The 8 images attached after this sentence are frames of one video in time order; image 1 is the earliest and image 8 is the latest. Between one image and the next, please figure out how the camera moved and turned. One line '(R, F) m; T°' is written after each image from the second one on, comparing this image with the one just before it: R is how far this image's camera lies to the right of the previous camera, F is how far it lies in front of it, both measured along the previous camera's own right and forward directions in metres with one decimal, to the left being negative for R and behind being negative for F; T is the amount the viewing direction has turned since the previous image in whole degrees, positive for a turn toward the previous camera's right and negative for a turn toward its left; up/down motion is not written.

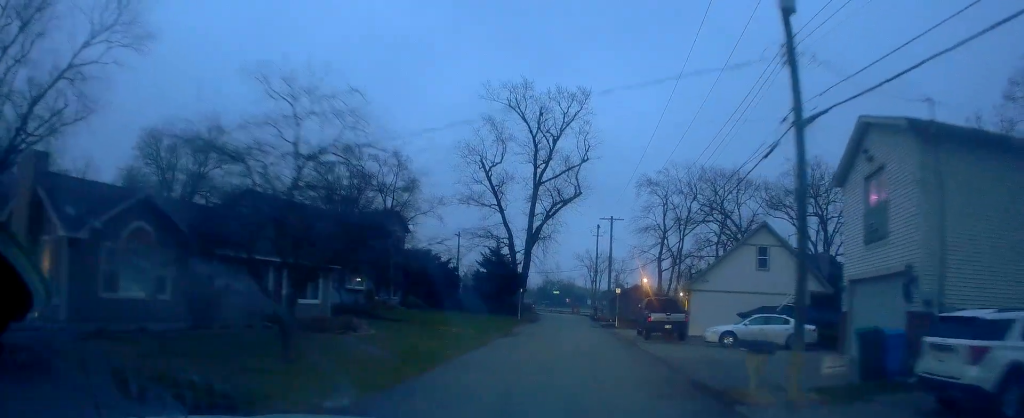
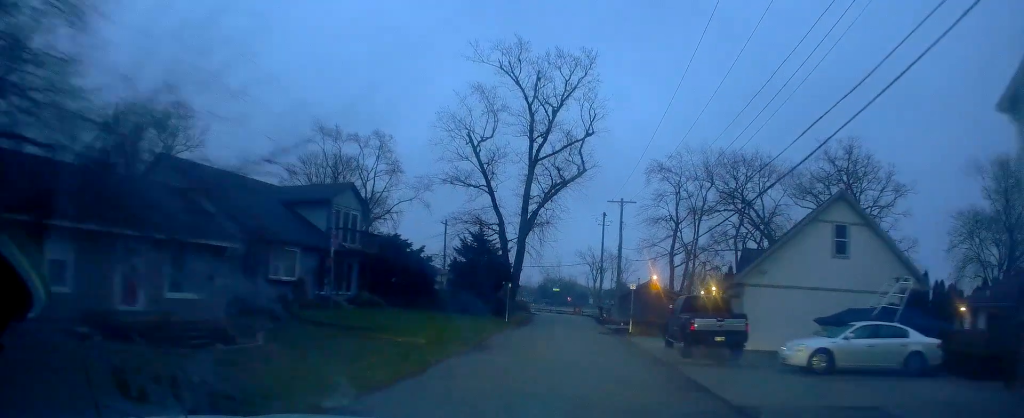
(+0.2, +9.5) m; 0°
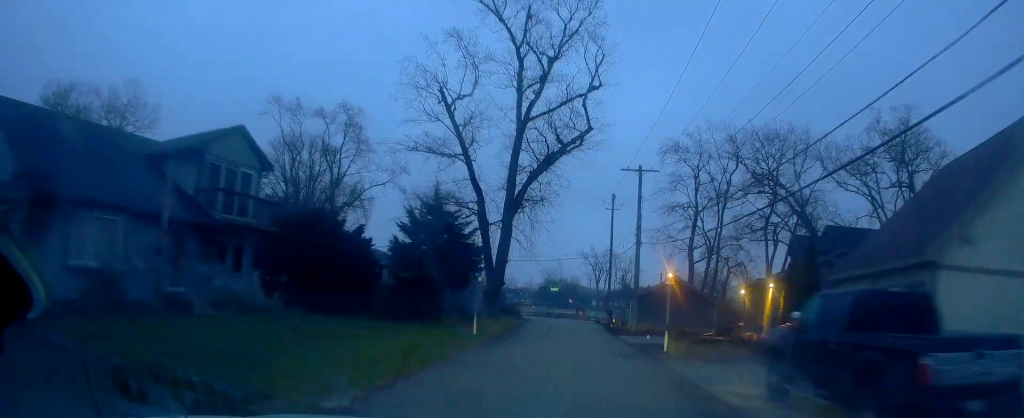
(-0.2, +12.2) m; +1°
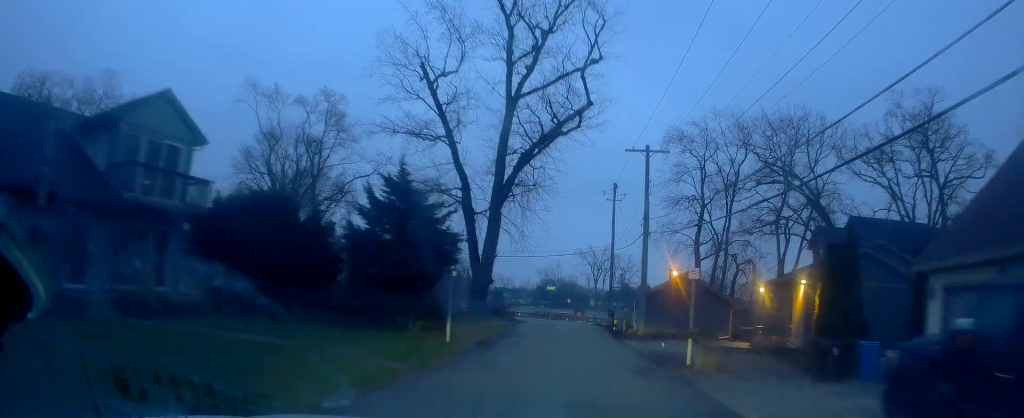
(+0.2, +4.6) m; +2°
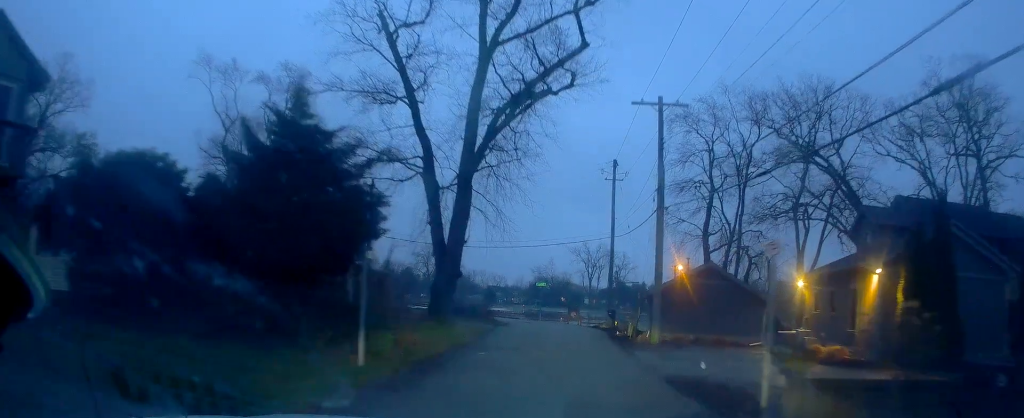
(+0.3, +7.3) m; +1°
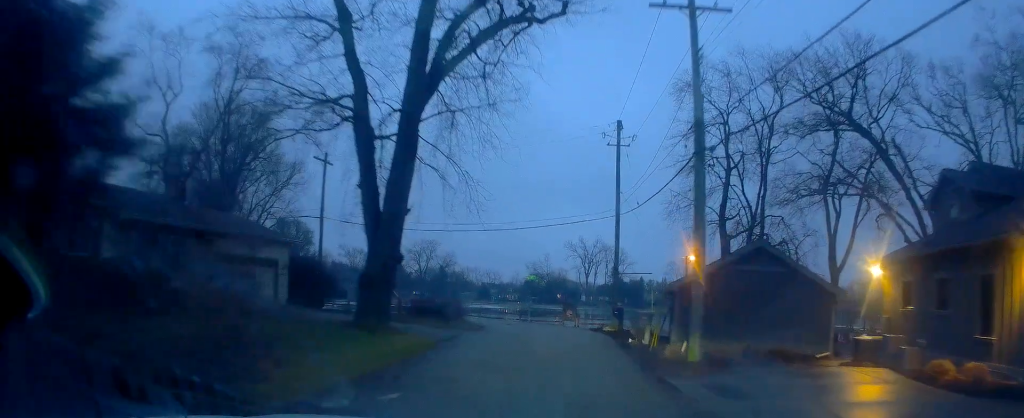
(-0.1, +8.1) m; -2°
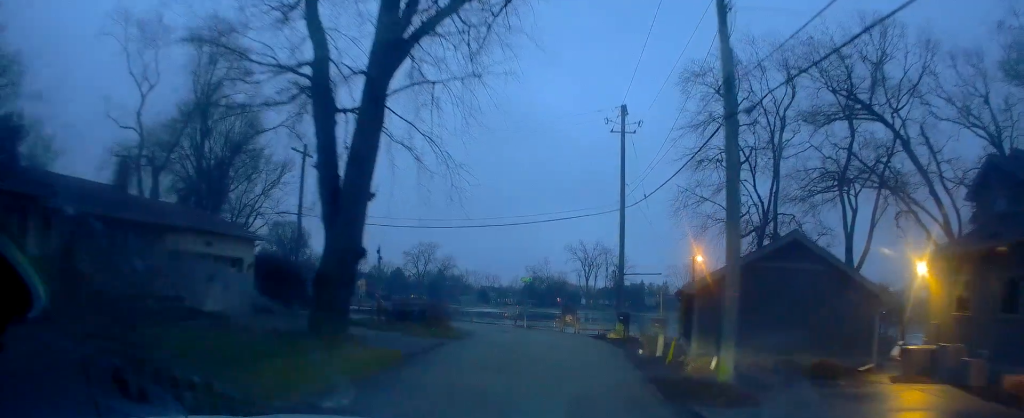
(-0.1, +3.2) m; -1°
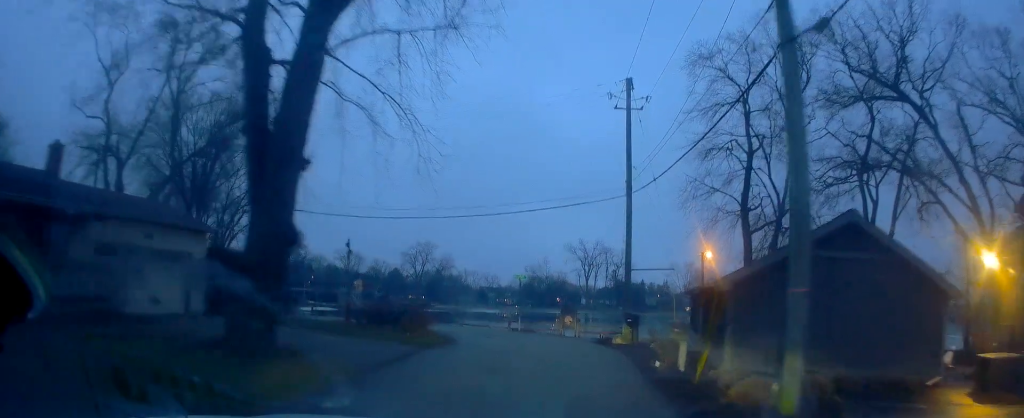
(0.0, +3.6) m; +1°
